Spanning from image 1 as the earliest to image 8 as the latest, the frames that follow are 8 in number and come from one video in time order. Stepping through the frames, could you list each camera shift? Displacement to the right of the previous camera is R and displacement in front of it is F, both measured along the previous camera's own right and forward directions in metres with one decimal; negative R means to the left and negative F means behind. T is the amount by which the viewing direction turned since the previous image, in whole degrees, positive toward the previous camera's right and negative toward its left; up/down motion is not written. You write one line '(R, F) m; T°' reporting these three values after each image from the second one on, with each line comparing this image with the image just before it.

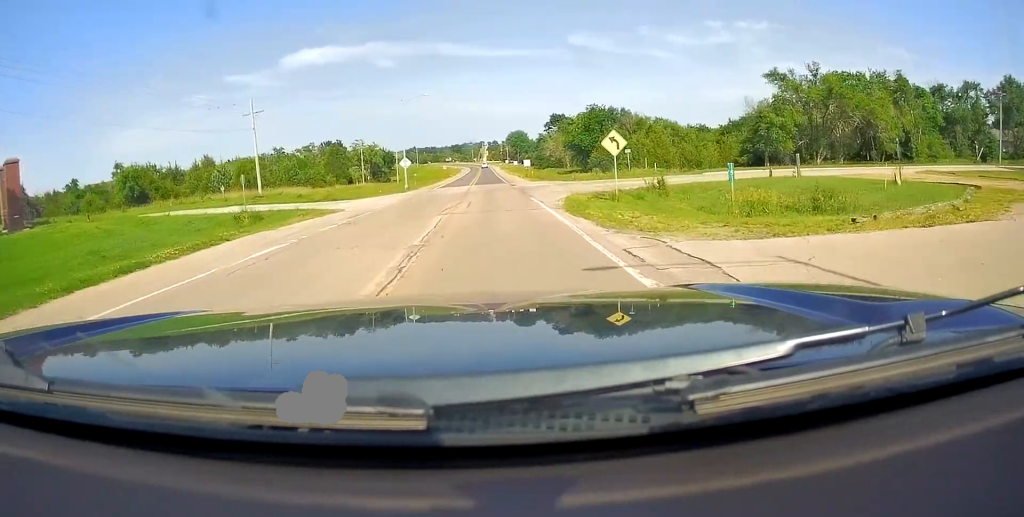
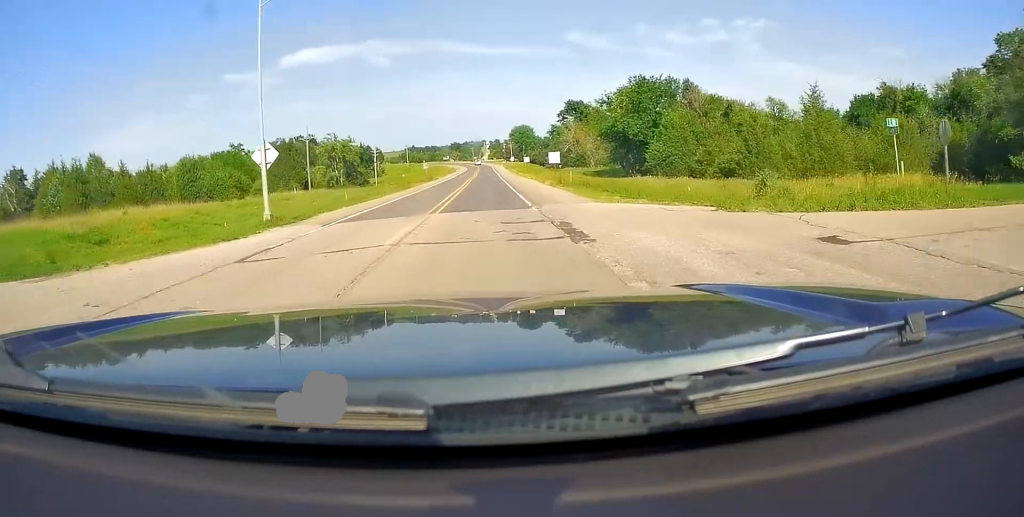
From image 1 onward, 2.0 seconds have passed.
(+1.2, +36.2) m; +3°
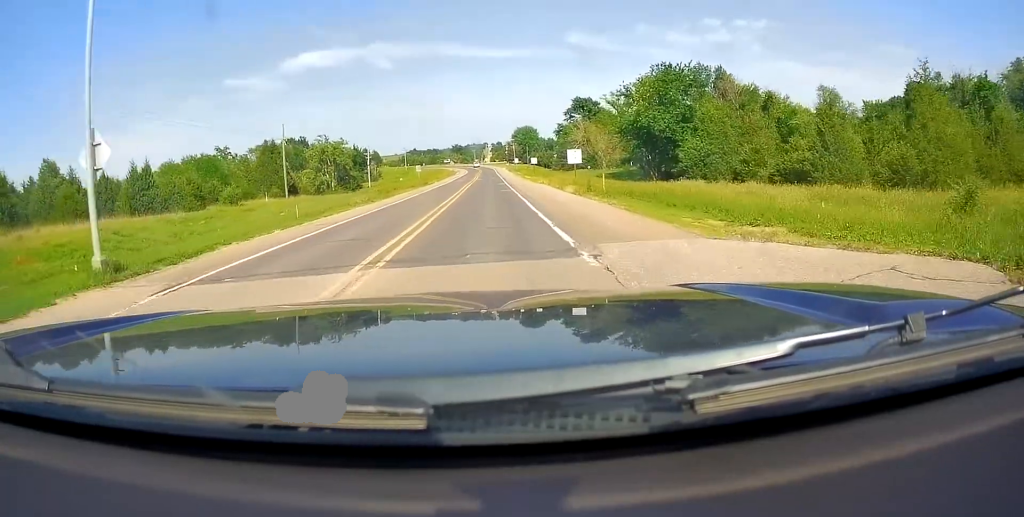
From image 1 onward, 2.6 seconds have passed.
(0.0, +10.9) m; 0°
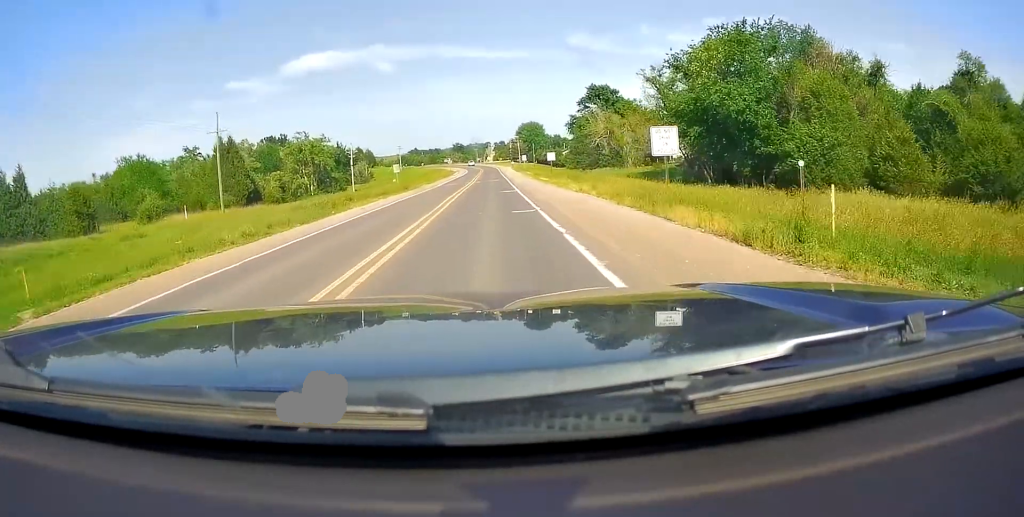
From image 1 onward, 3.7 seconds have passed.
(0.0, +19.9) m; 0°
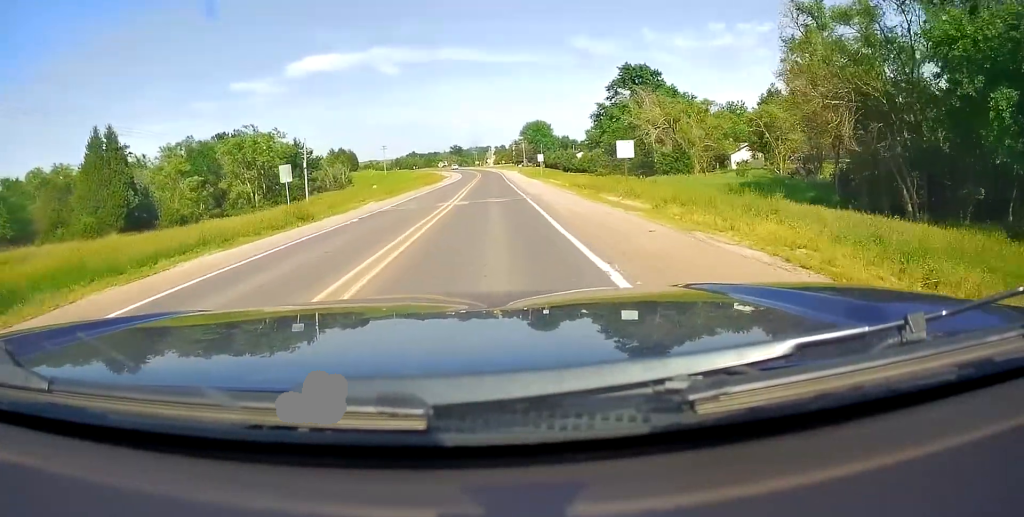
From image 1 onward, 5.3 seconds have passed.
(-0.7, +32.3) m; -1°
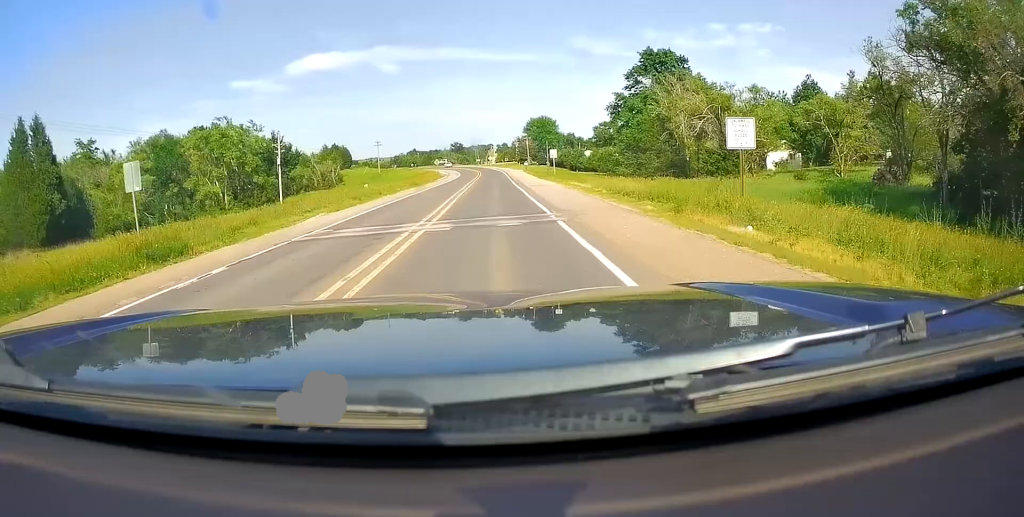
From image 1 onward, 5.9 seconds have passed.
(+0.2, +12.5) m; +1°
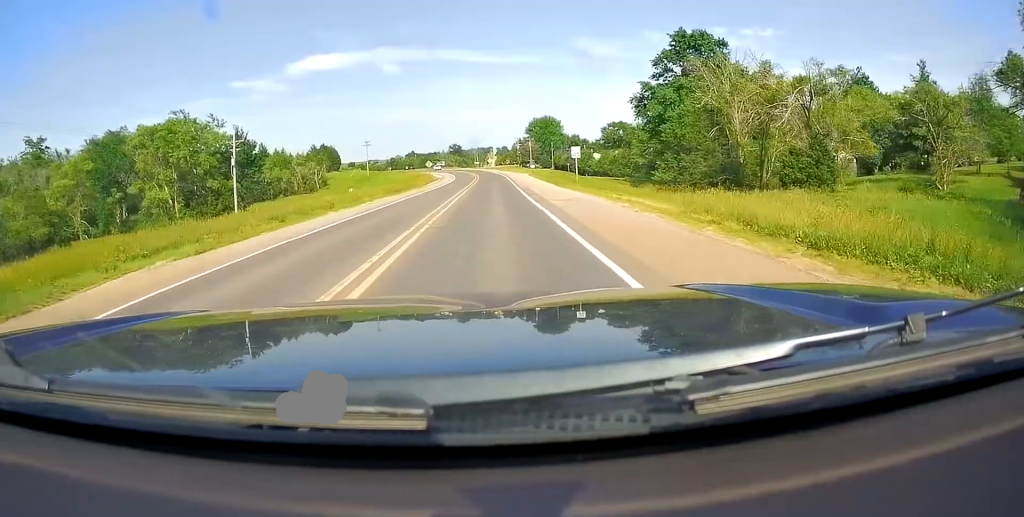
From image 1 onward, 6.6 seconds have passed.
(+0.2, +15.0) m; +1°
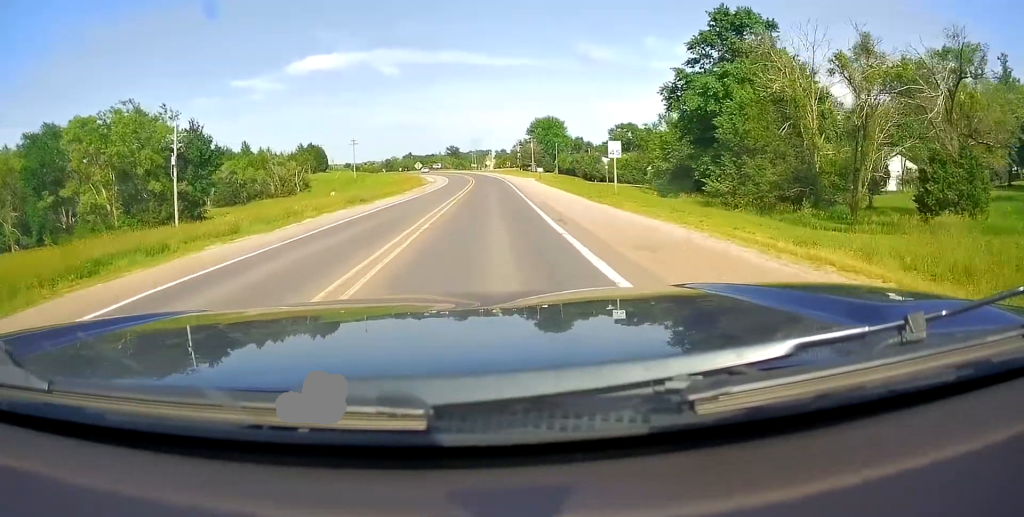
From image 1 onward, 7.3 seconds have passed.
(0.0, +13.6) m; 0°
